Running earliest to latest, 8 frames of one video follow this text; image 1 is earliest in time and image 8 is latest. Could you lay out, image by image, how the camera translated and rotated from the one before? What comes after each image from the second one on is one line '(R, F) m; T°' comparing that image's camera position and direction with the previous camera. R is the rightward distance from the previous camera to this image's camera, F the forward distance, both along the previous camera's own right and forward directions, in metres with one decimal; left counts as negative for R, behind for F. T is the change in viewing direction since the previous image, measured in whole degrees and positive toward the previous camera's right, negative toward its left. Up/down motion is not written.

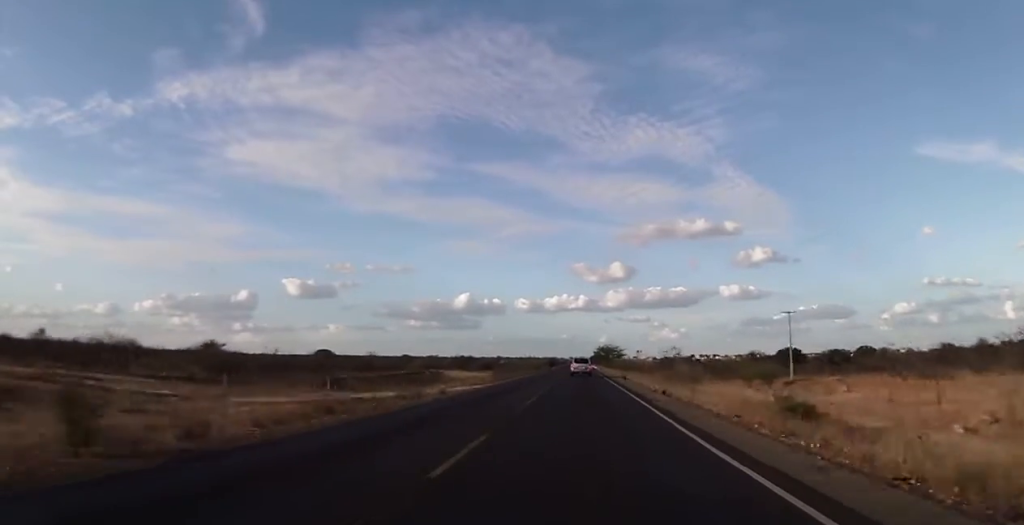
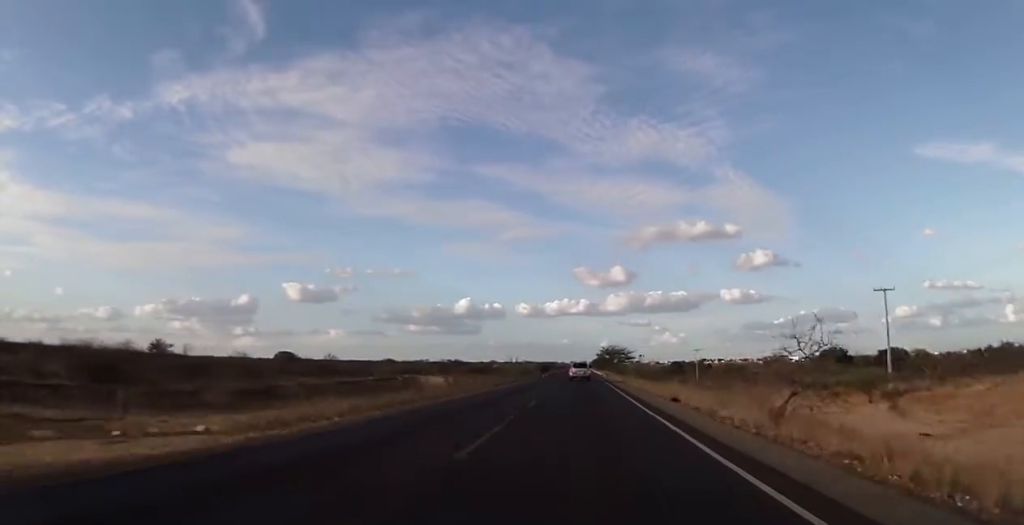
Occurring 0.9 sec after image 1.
(+0.1, +29.2) m; 0°
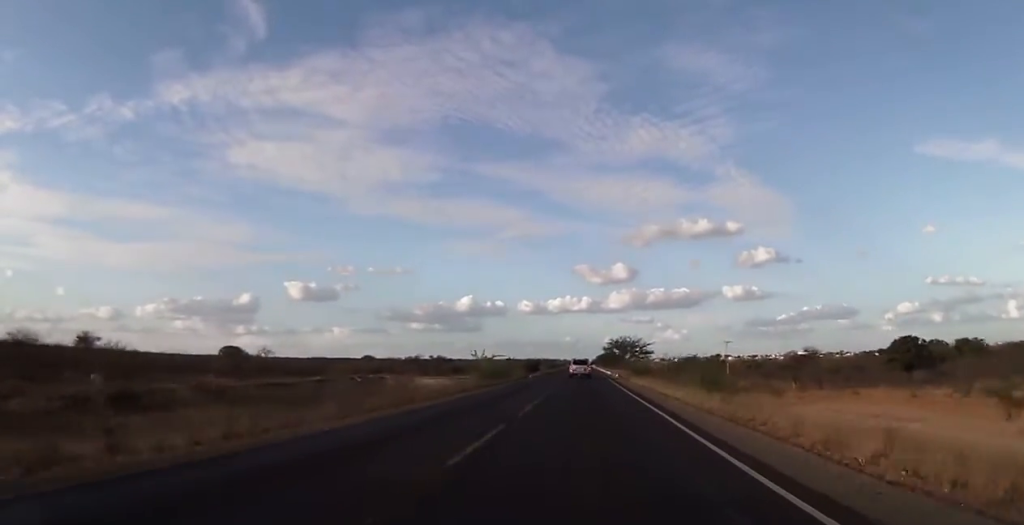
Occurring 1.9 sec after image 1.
(-0.1, +33.2) m; 0°
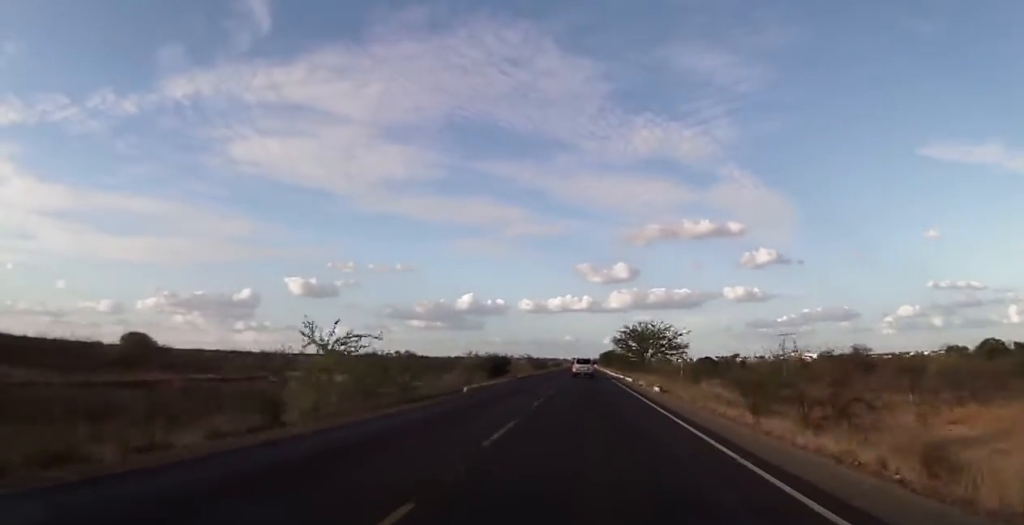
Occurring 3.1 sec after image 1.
(-0.1, +41.6) m; 0°
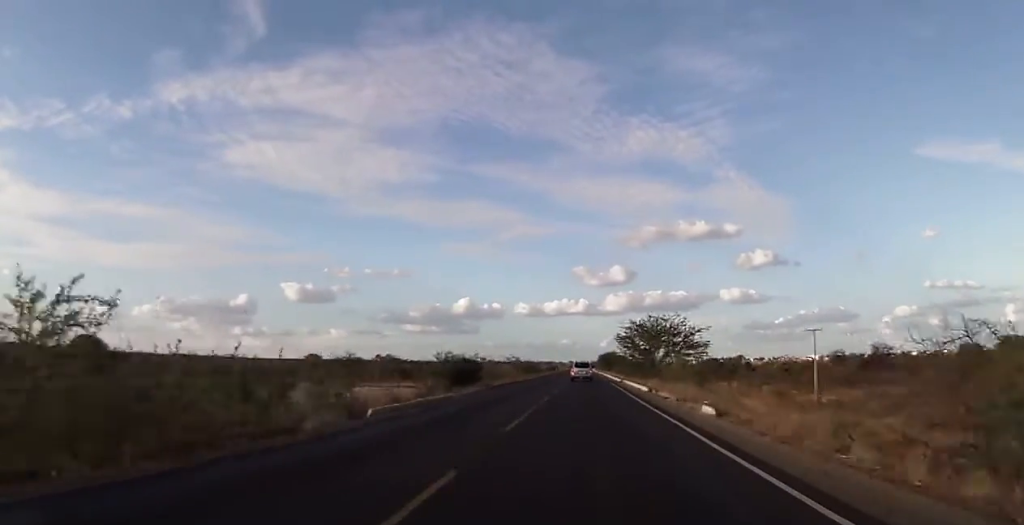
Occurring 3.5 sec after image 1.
(0.0, +14.8) m; 0°
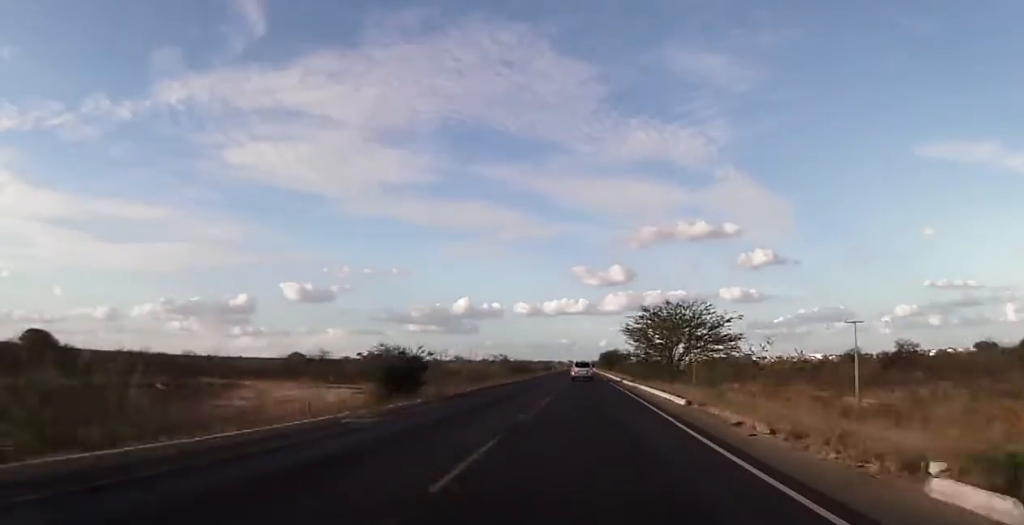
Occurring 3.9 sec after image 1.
(0.0, +13.6) m; 0°
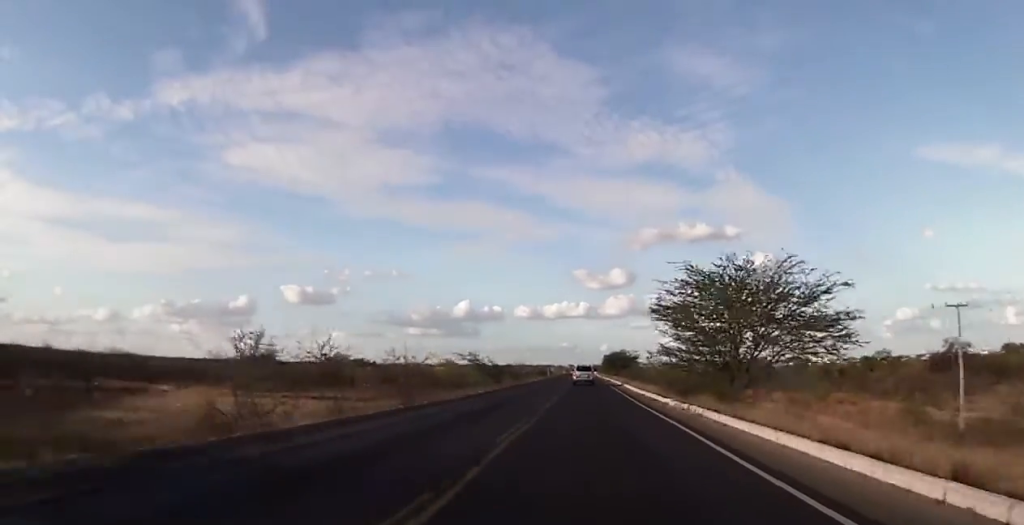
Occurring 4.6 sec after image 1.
(0.0, +21.6) m; 0°
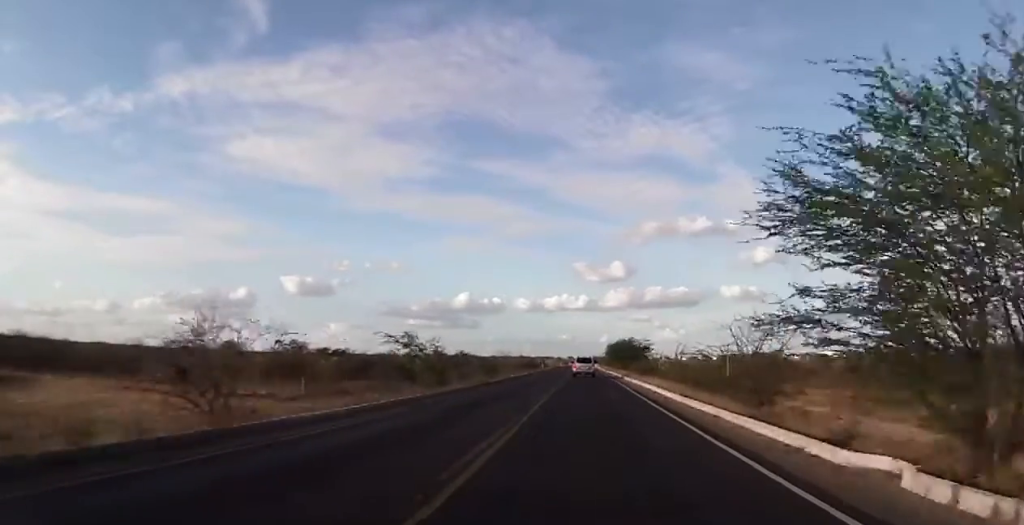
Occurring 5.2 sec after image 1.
(-0.1, +18.7) m; 0°
